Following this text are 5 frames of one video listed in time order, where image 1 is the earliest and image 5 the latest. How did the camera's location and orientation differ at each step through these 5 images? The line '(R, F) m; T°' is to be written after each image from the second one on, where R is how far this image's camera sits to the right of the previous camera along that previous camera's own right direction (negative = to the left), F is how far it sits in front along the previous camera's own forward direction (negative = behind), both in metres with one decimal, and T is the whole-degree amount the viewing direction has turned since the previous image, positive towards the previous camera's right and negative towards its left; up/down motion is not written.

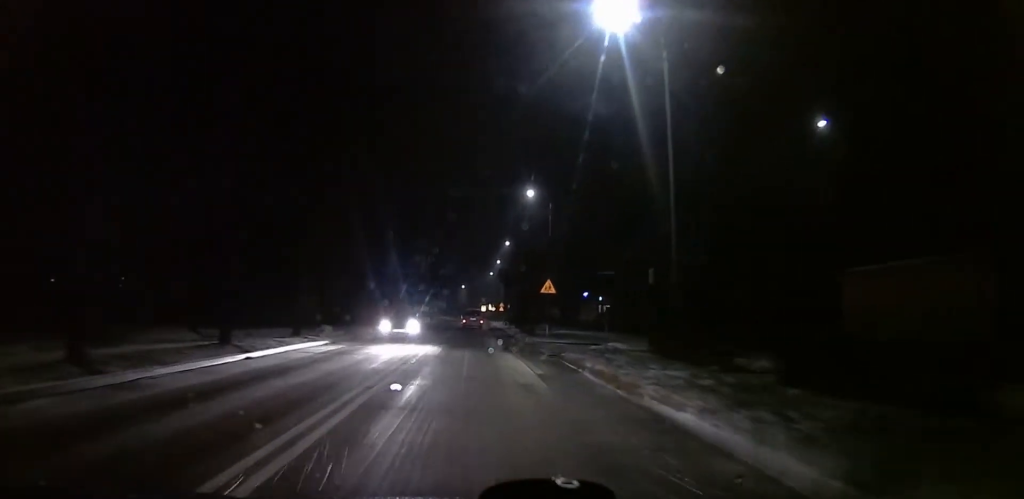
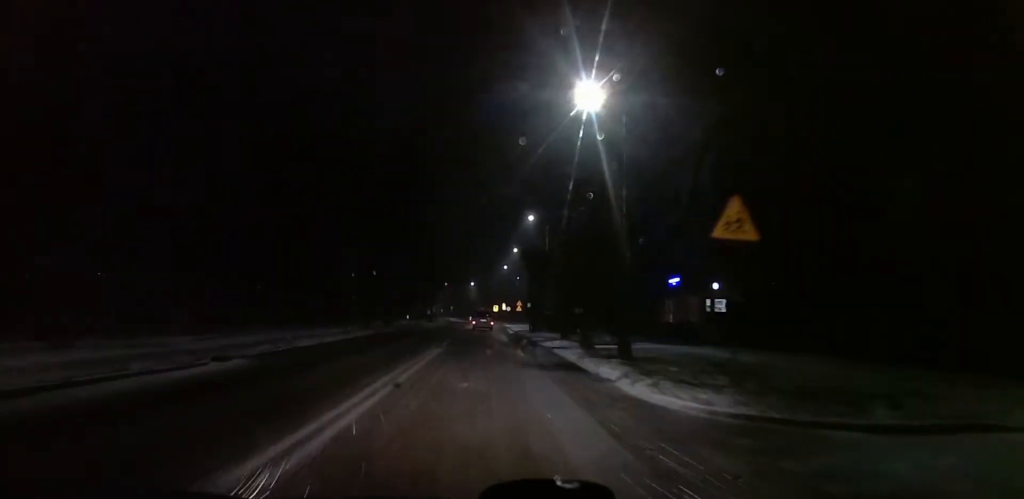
(0.0, +23.5) m; 0°
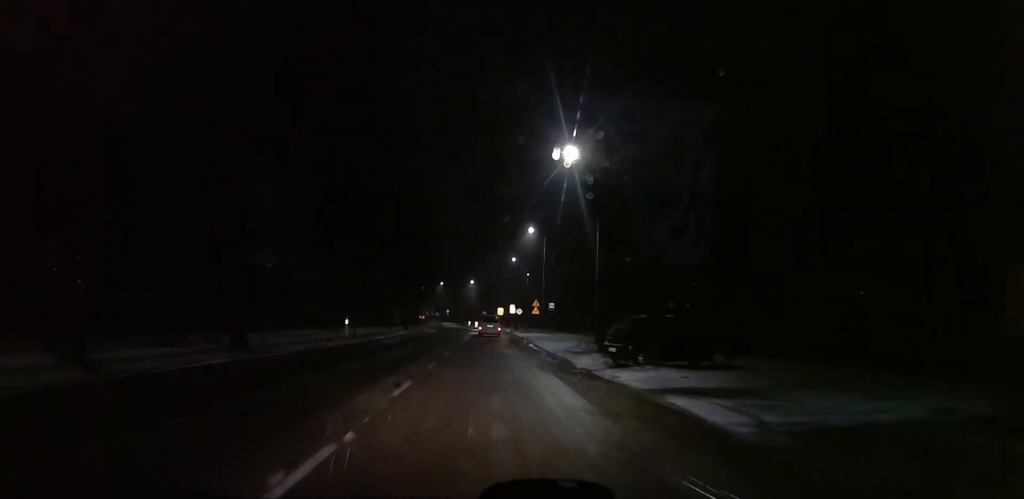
(-0.2, +27.0) m; 0°
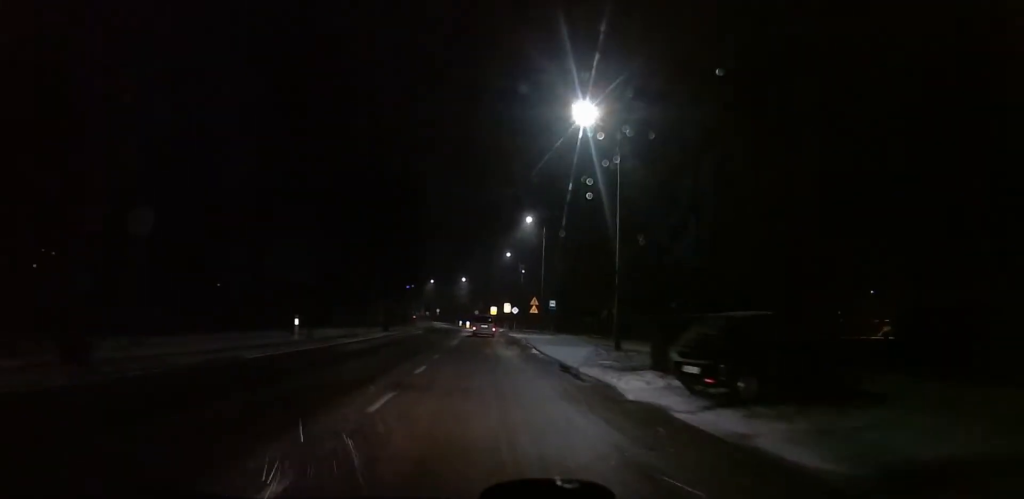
(-0.2, +7.5) m; 0°
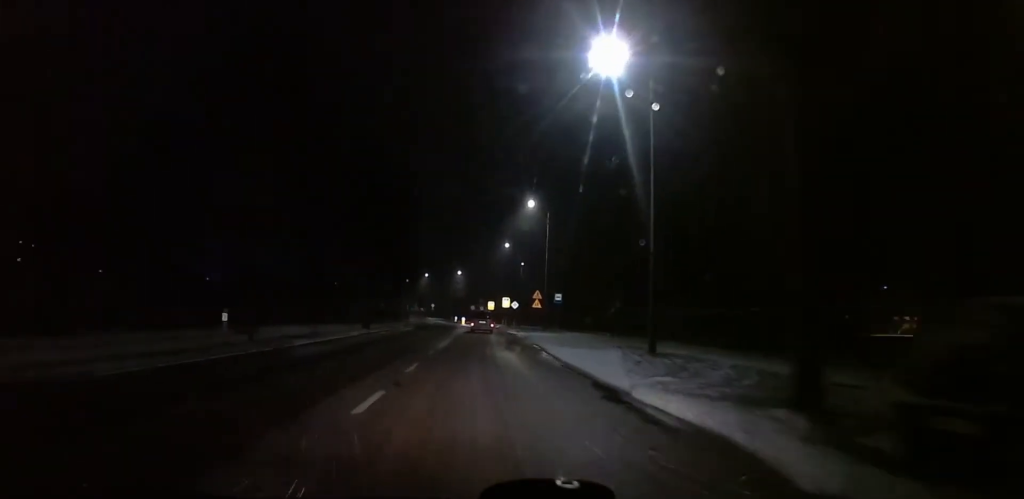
(+0.5, +6.6) m; 0°
